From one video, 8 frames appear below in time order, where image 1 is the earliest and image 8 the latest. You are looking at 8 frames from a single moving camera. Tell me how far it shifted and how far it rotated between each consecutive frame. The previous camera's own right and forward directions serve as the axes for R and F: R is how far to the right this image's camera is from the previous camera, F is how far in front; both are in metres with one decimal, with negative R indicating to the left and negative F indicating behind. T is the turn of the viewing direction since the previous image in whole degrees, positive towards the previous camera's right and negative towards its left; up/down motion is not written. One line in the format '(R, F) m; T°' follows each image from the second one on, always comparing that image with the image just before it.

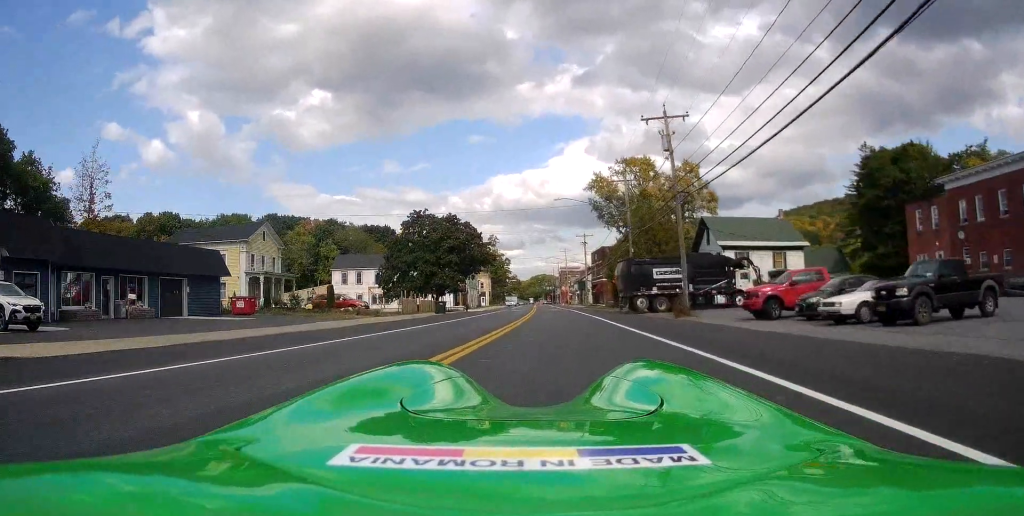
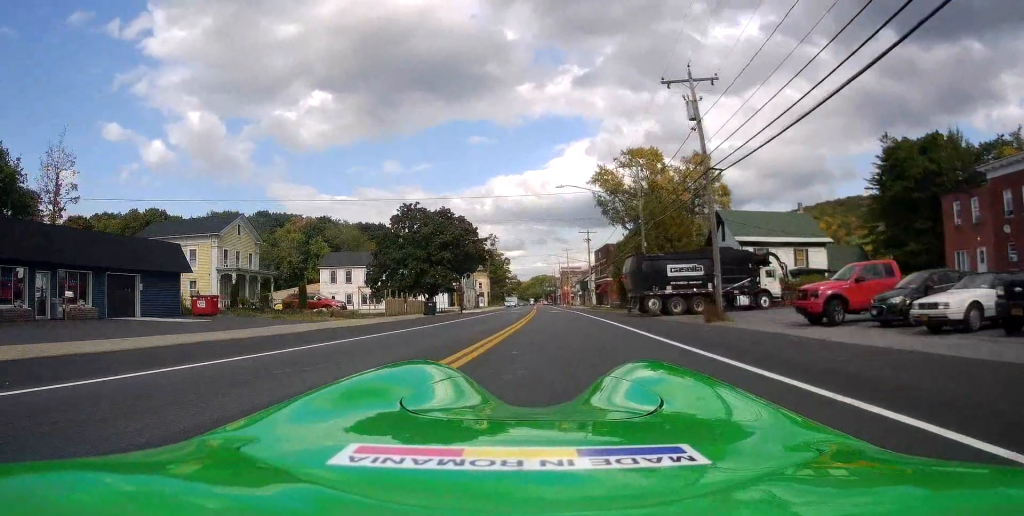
(0.0, +5.0) m; 0°
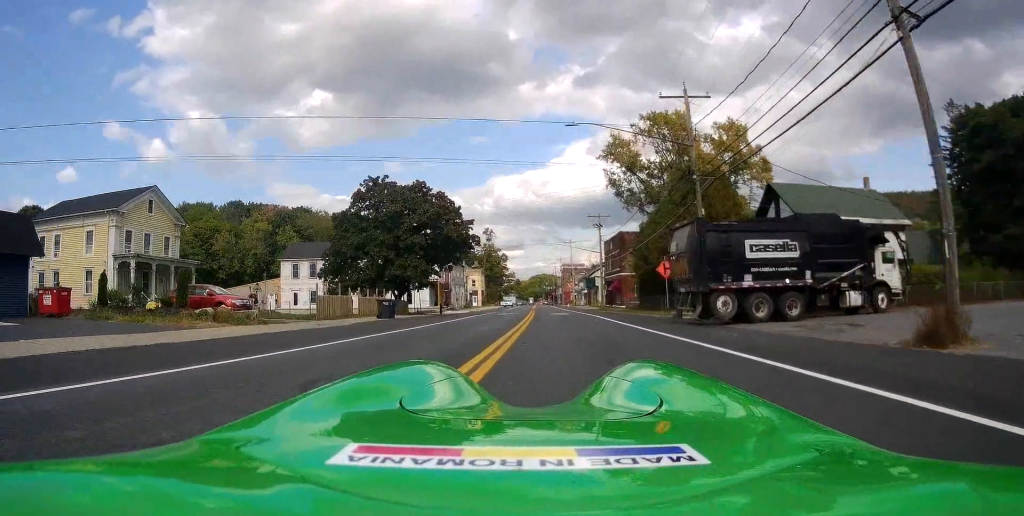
(-0.1, +13.2) m; -1°
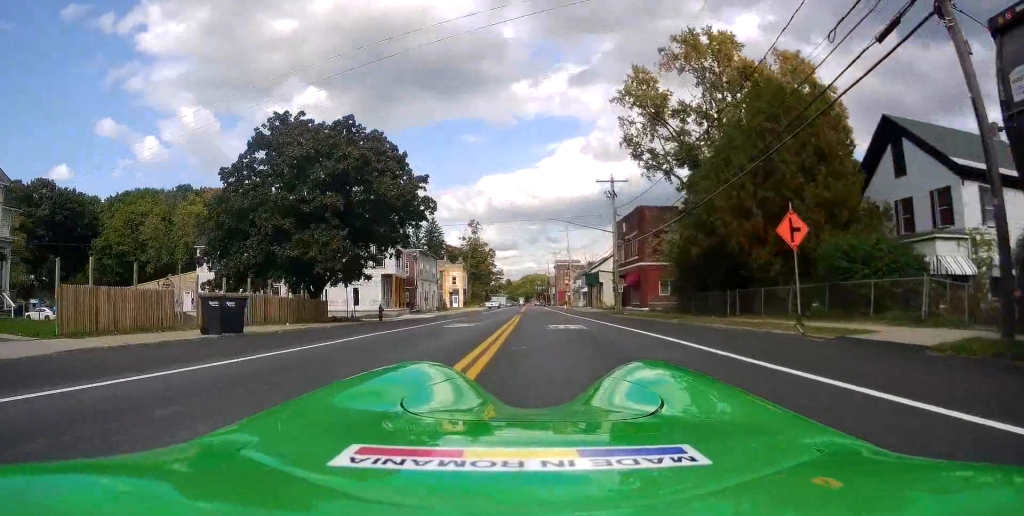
(-0.4, +17.3) m; -1°
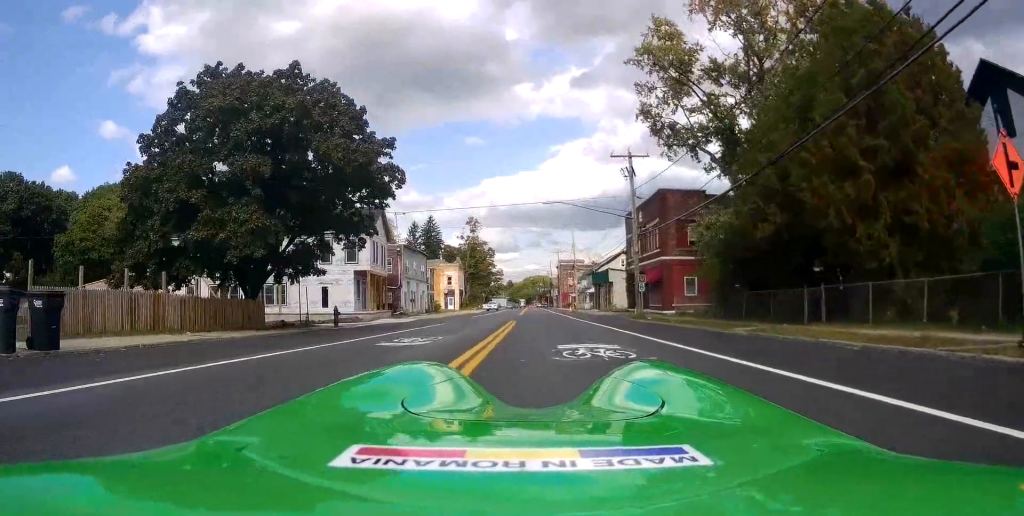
(+0.2, +7.9) m; +2°
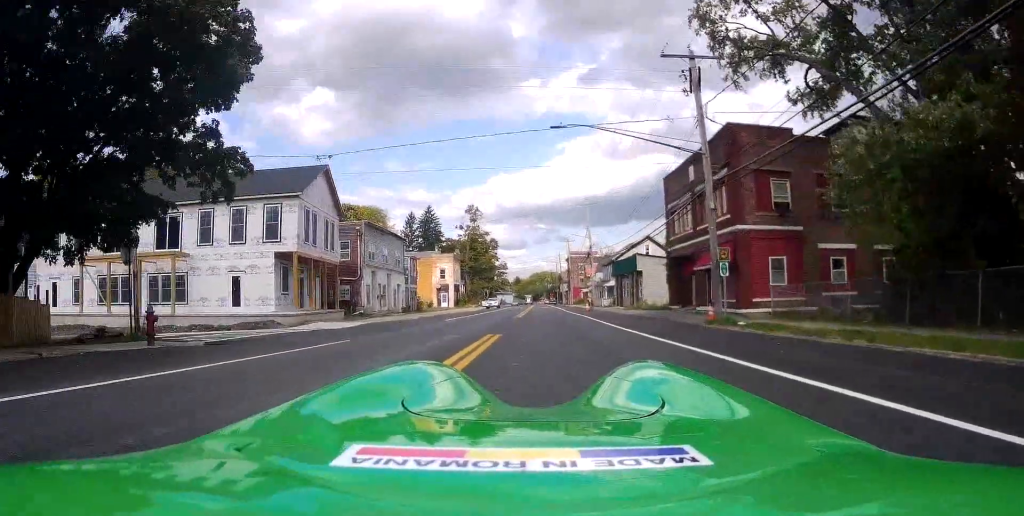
(+0.2, +14.4) m; +1°
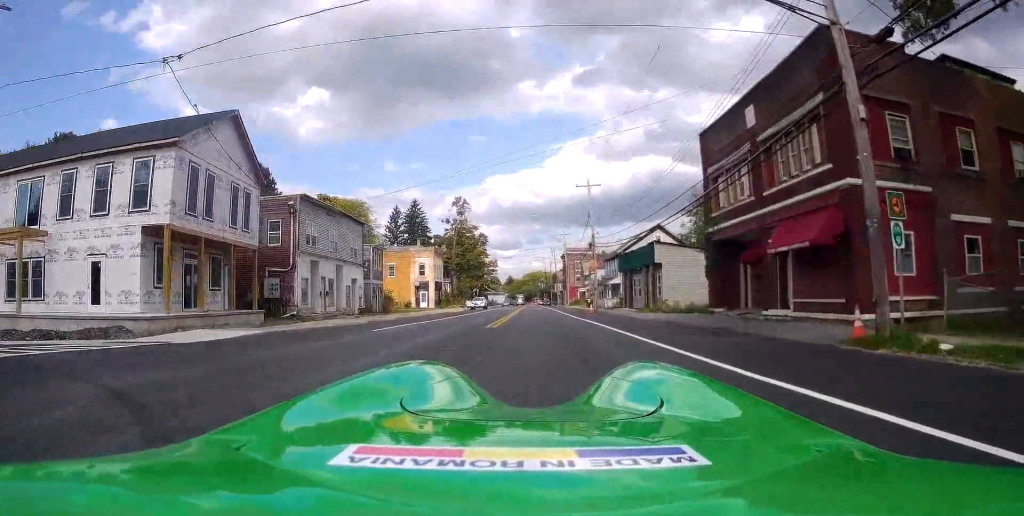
(0.0, +10.5) m; -1°
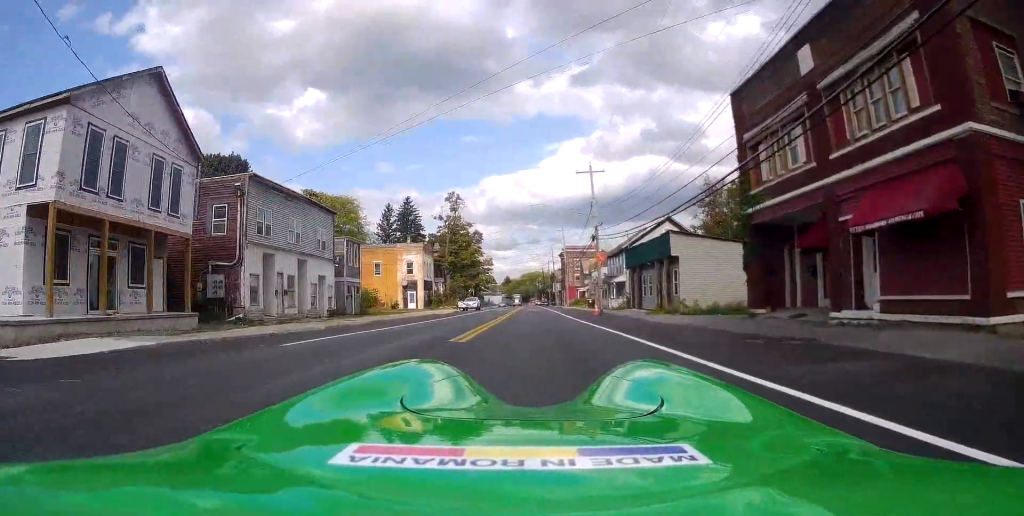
(0.0, +5.7) m; -1°
